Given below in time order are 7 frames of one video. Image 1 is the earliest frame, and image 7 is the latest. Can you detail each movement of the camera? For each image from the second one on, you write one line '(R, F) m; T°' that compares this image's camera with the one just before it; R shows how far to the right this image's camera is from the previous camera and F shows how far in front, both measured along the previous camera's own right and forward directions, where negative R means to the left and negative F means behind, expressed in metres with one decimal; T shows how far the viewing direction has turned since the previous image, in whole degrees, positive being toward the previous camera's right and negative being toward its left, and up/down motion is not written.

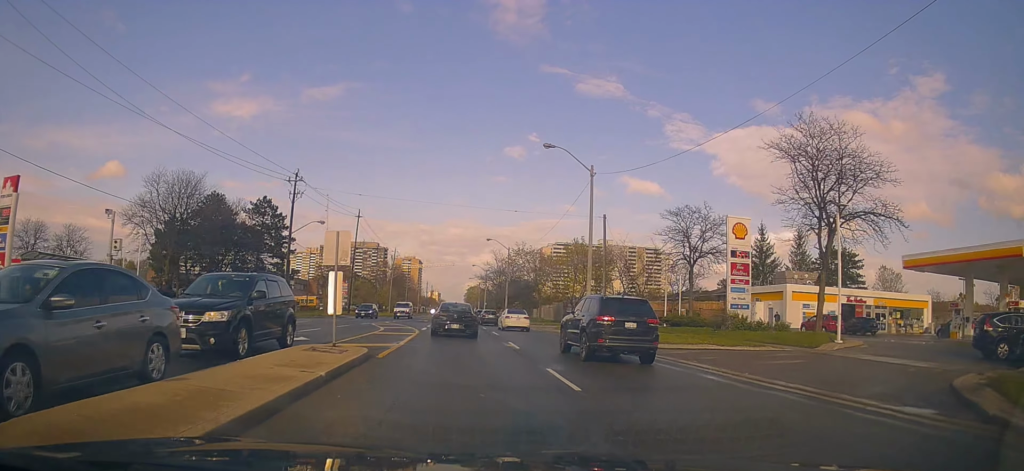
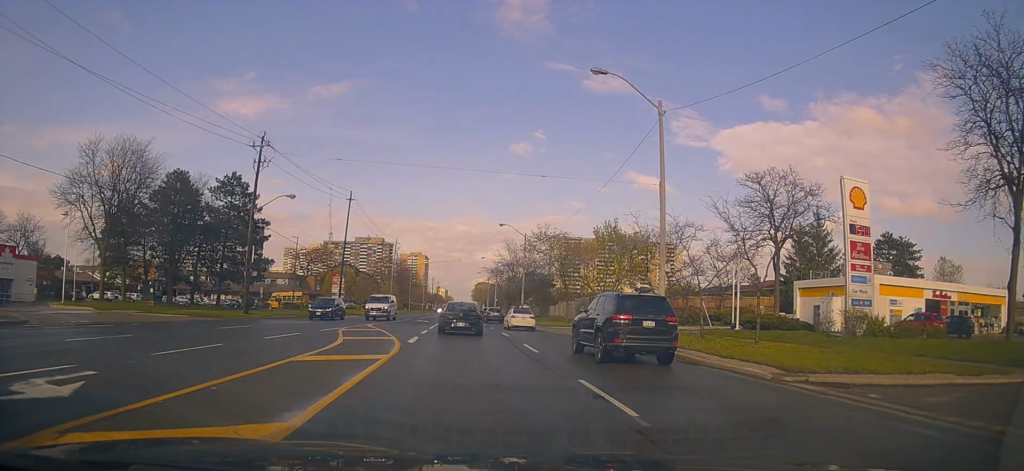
(+0.5, +11.9) m; +2°
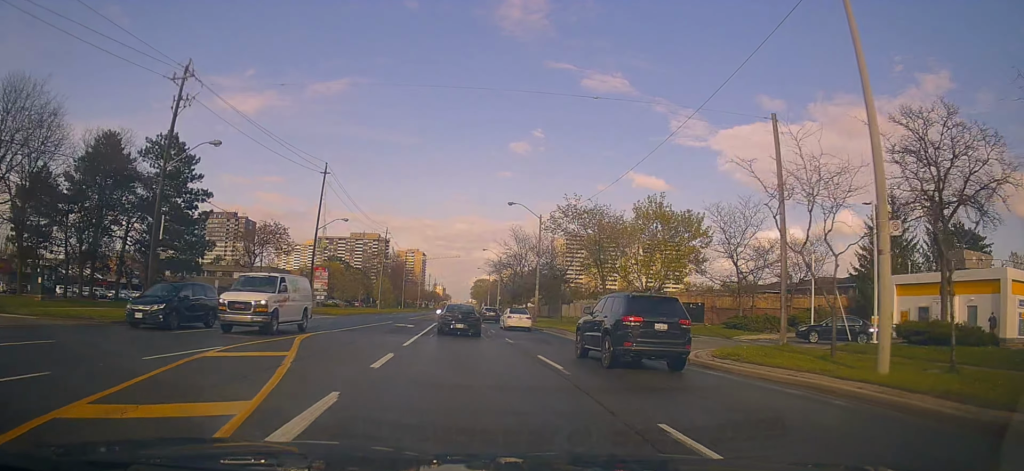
(-0.2, +13.4) m; -2°
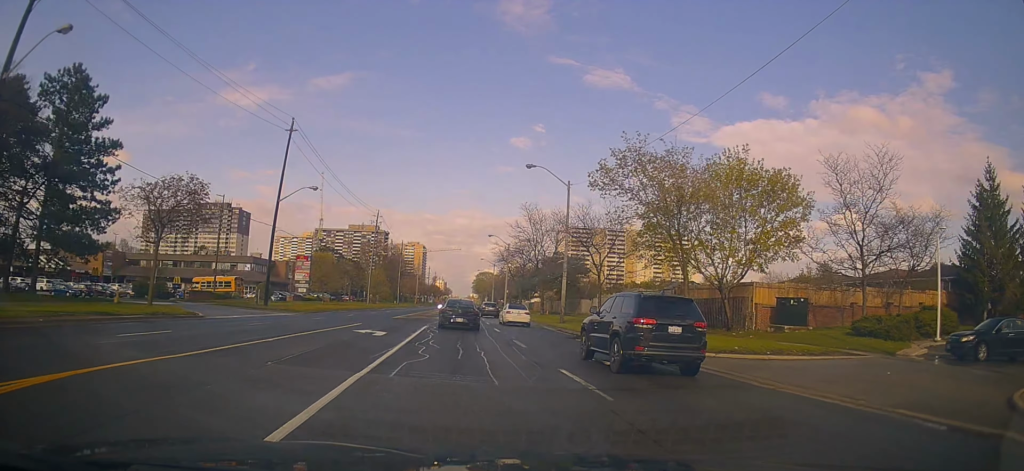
(-0.2, +13.8) m; -1°
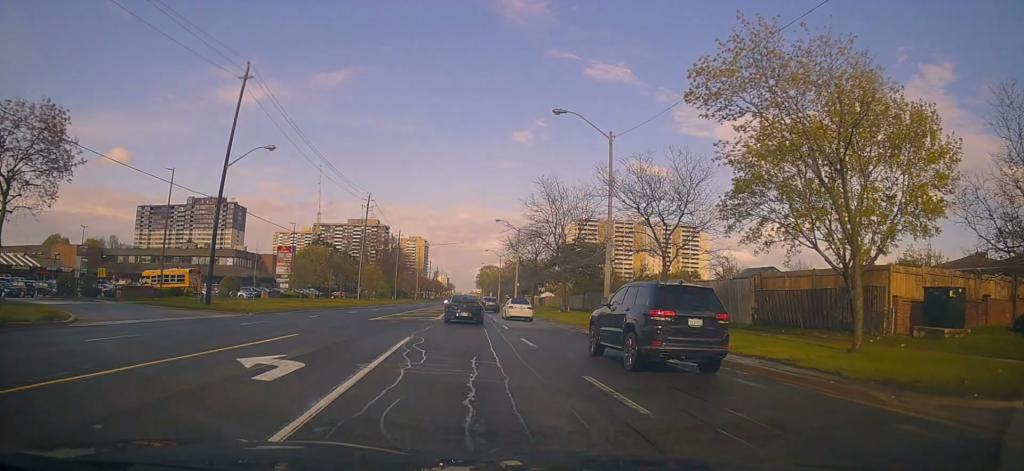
(0.0, +11.5) m; 0°
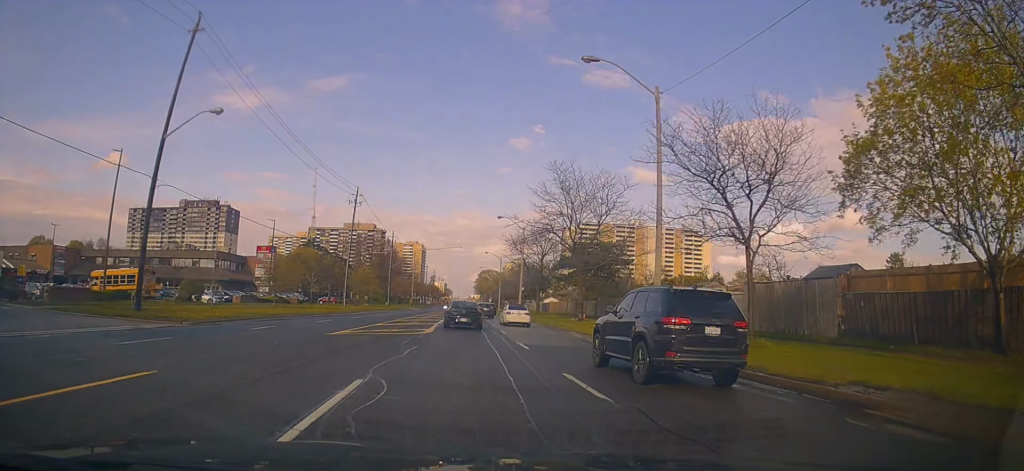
(-0.1, +7.7) m; 0°
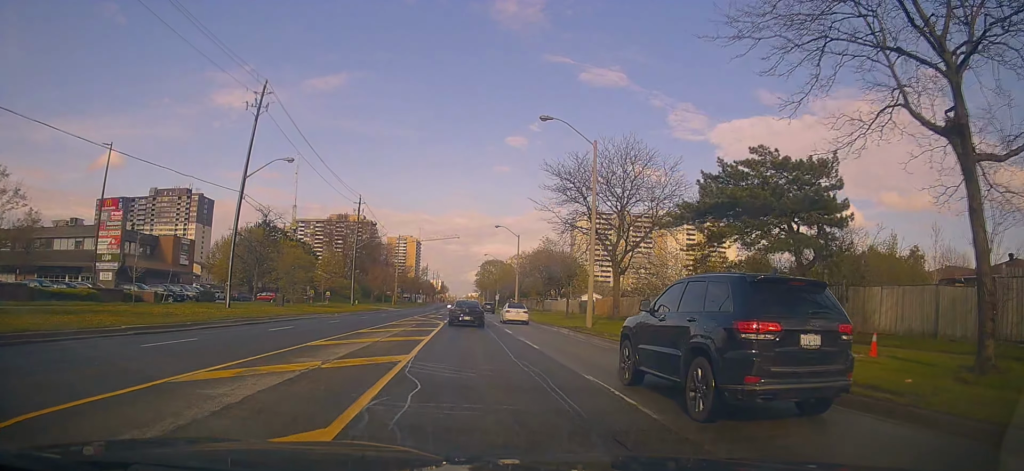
(+1.7, +36.3) m; +2°
